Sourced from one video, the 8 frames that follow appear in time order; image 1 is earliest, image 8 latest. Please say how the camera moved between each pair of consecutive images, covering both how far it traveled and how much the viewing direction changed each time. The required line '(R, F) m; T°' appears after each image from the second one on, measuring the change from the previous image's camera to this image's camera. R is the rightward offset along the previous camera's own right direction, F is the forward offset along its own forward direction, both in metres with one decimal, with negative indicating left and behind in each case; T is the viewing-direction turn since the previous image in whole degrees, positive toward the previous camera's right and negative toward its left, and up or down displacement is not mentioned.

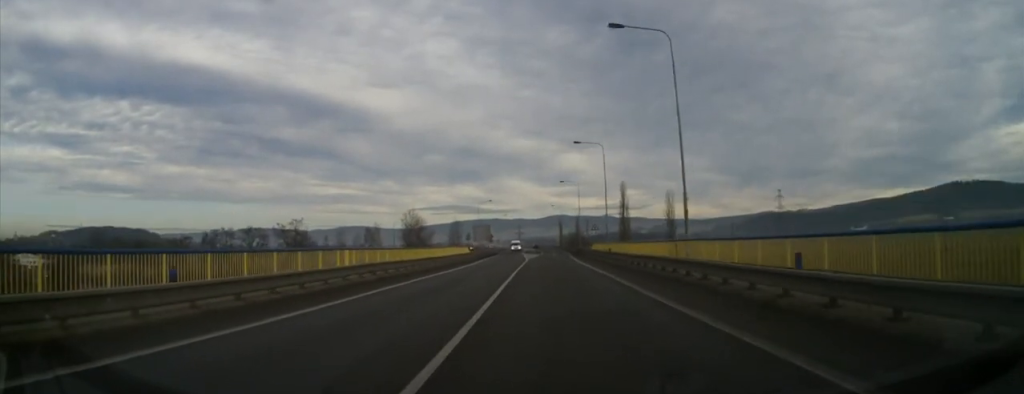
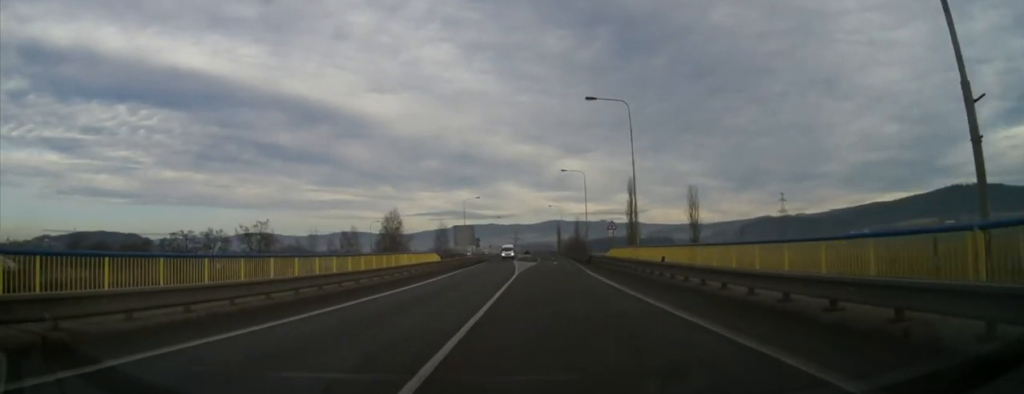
(-0.4, +19.5) m; -1°
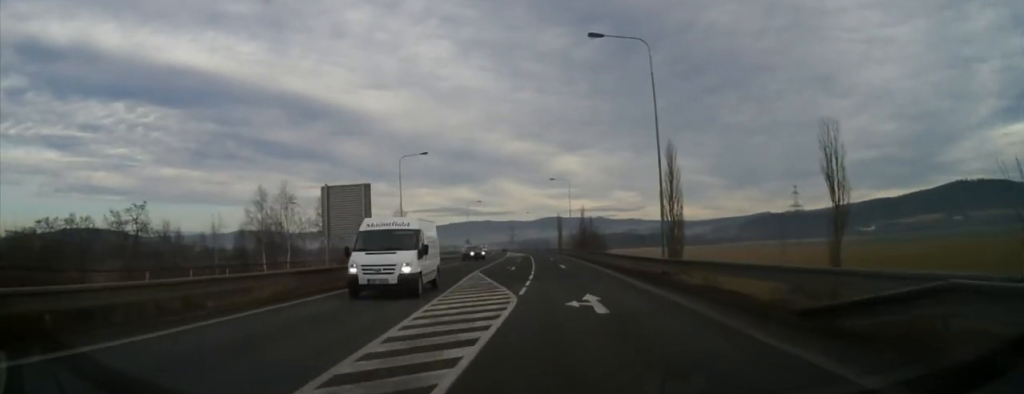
(+0.1, +48.1) m; +1°
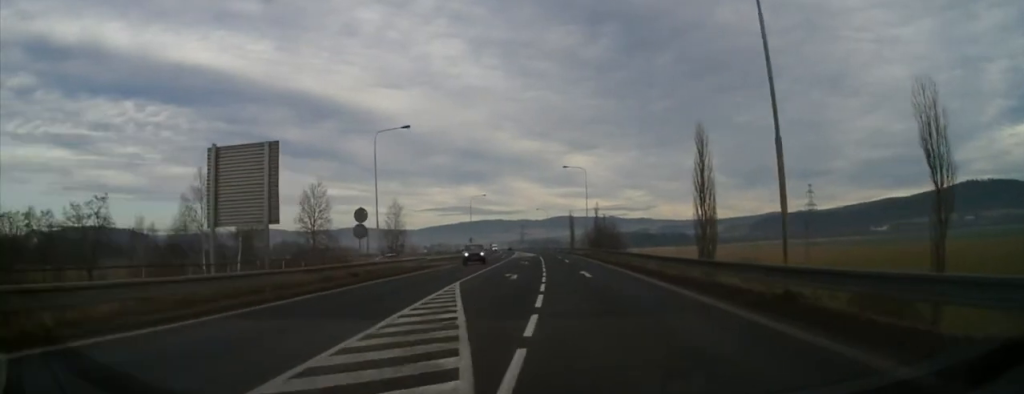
(+0.1, +13.5) m; 0°
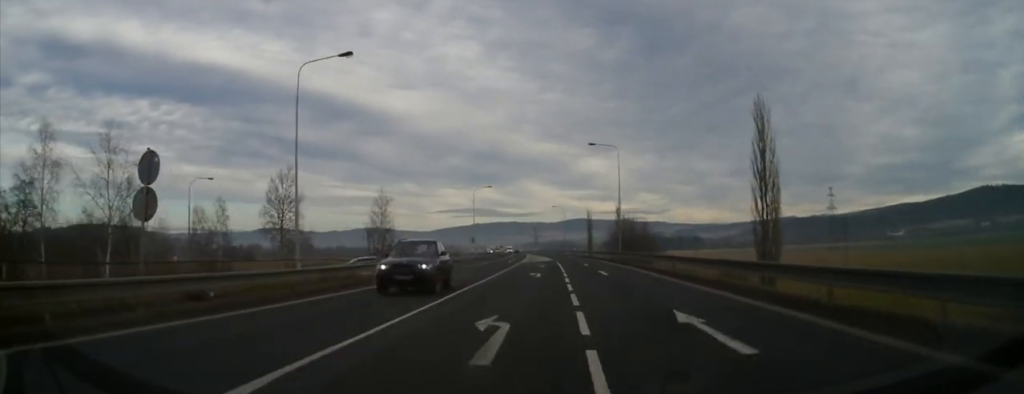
(0.0, +20.1) m; 0°
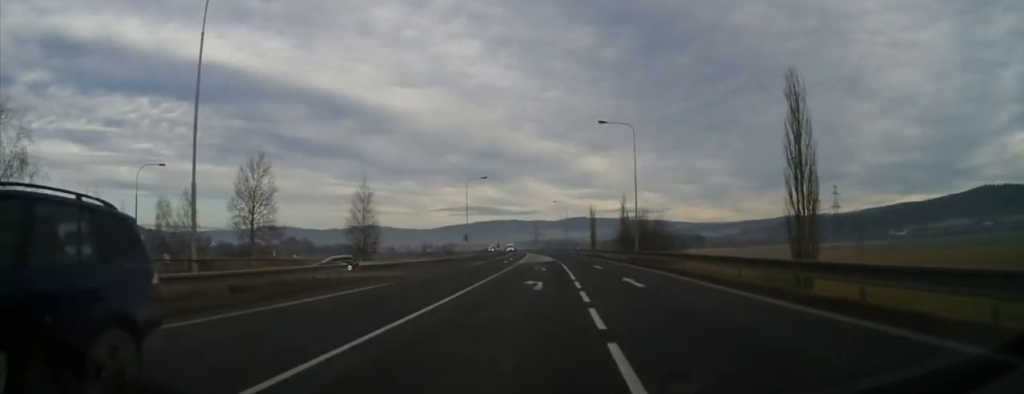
(0.0, +10.5) m; 0°
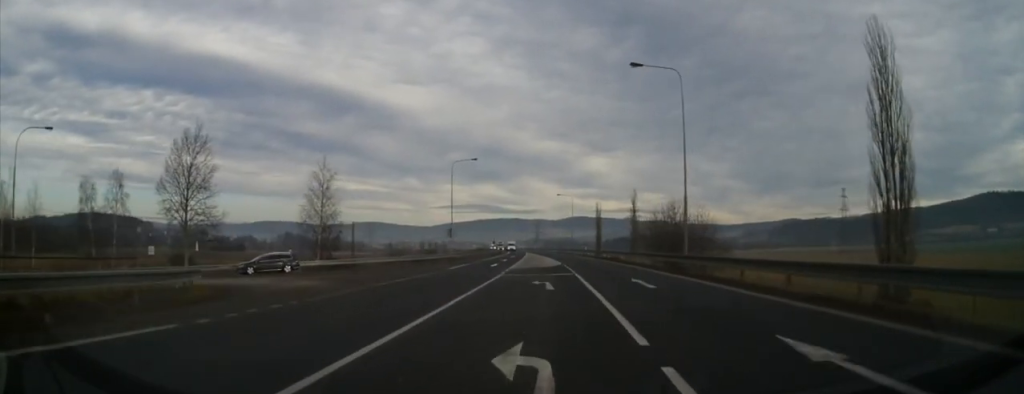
(0.0, +18.9) m; +1°
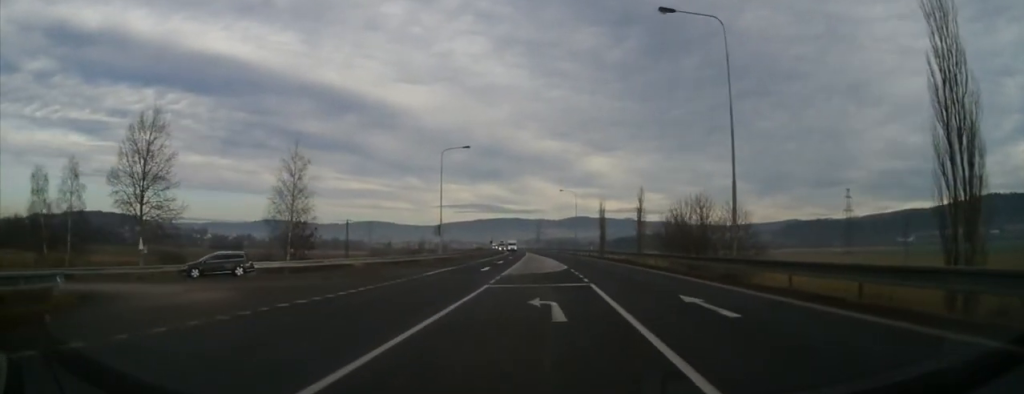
(+0.1, +10.3) m; -1°
